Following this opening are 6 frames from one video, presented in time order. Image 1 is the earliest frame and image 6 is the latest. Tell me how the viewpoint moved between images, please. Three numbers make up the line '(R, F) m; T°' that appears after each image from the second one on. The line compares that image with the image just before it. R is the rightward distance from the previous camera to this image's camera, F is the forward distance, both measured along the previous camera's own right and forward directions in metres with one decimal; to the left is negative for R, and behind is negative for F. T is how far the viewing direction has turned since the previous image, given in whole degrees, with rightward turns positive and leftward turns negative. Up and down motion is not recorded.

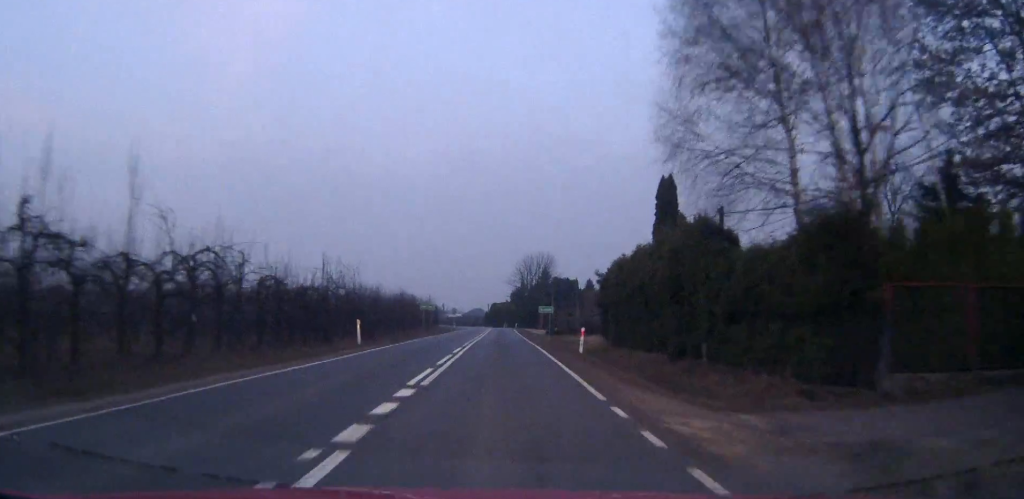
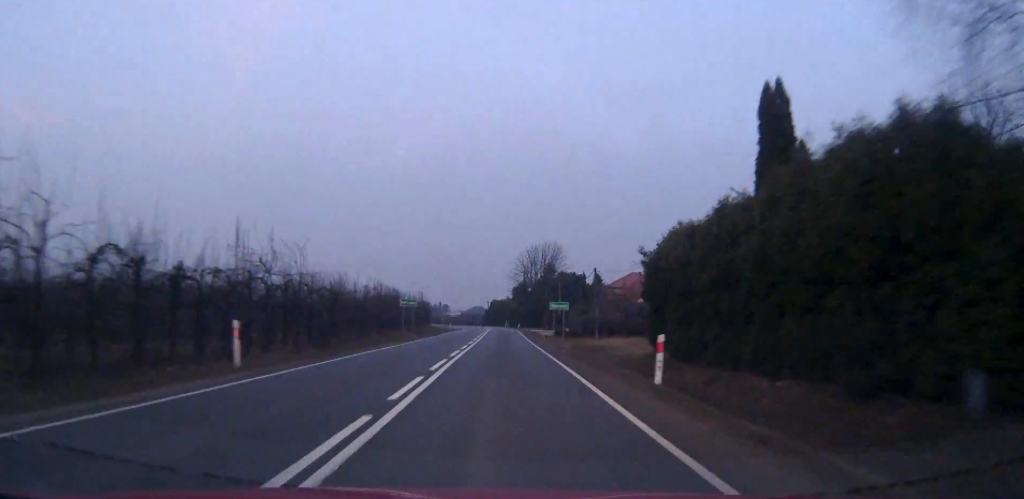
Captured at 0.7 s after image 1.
(0.0, +14.0) m; 0°
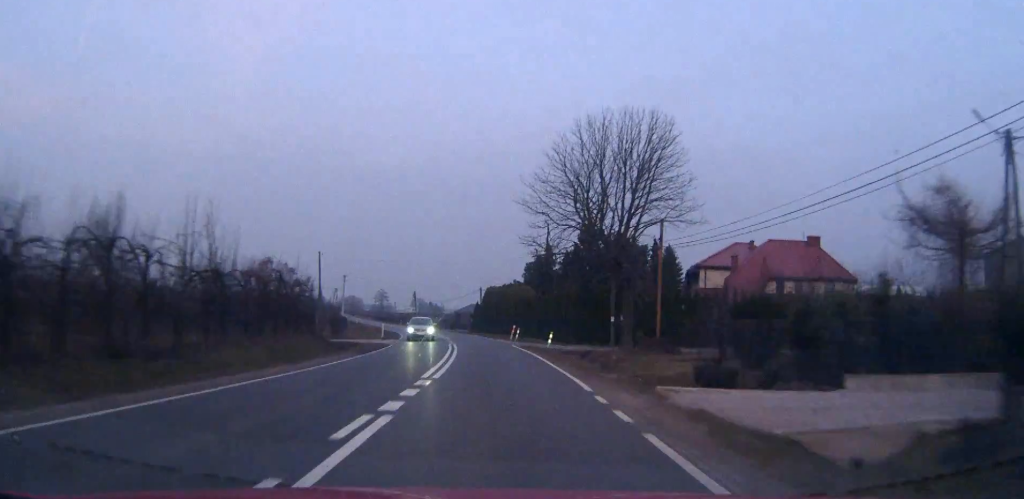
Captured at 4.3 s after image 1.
(0.0, +68.7) m; 0°
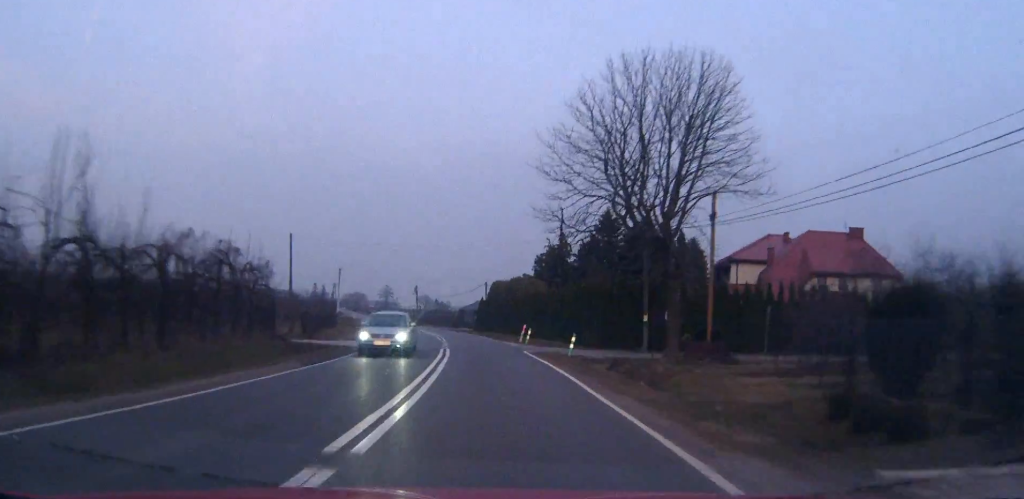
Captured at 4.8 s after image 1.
(0.0, +8.9) m; 0°
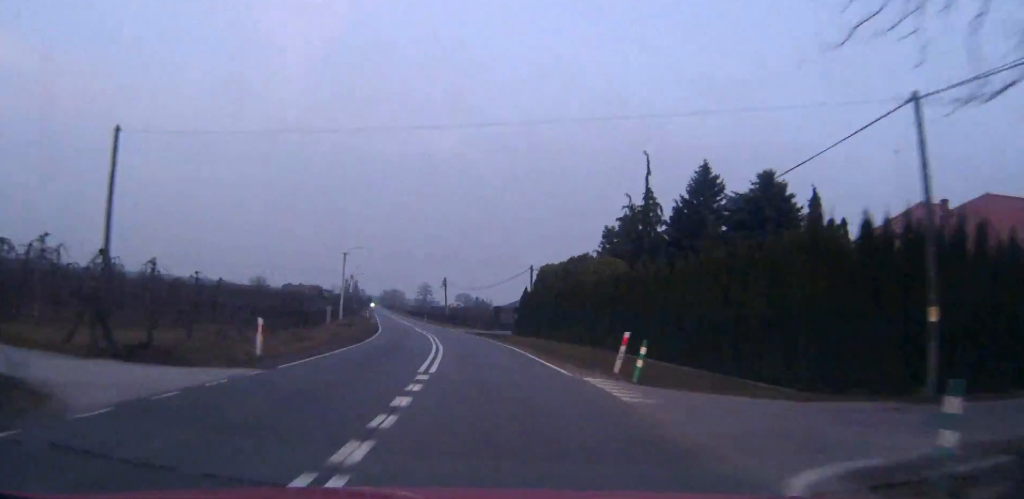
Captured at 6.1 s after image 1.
(-0.5, +24.6) m; -3°
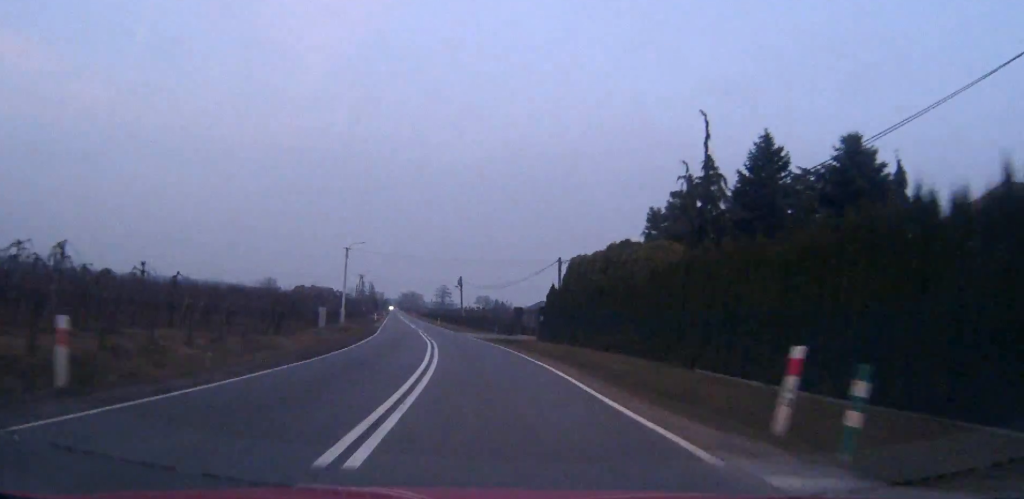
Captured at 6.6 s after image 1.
(-0.1, +9.9) m; -2°
